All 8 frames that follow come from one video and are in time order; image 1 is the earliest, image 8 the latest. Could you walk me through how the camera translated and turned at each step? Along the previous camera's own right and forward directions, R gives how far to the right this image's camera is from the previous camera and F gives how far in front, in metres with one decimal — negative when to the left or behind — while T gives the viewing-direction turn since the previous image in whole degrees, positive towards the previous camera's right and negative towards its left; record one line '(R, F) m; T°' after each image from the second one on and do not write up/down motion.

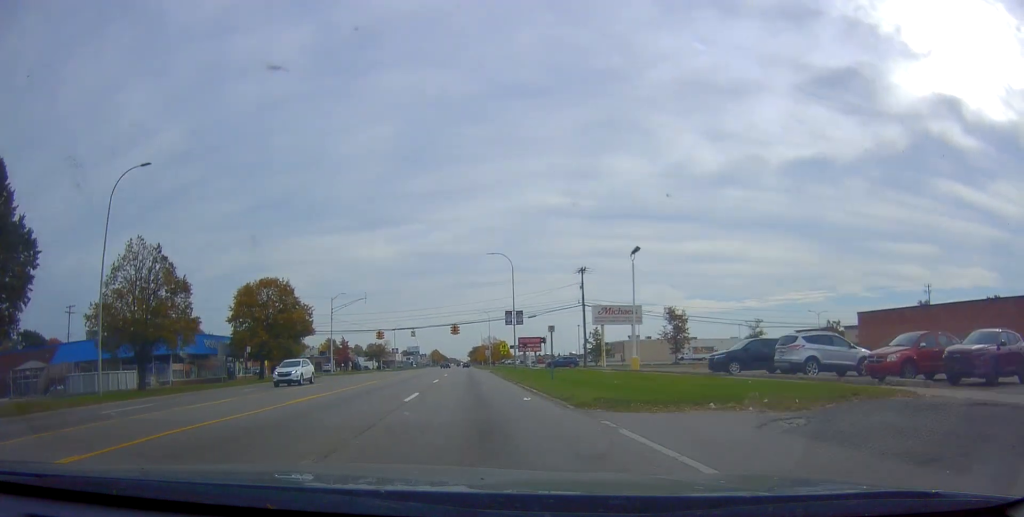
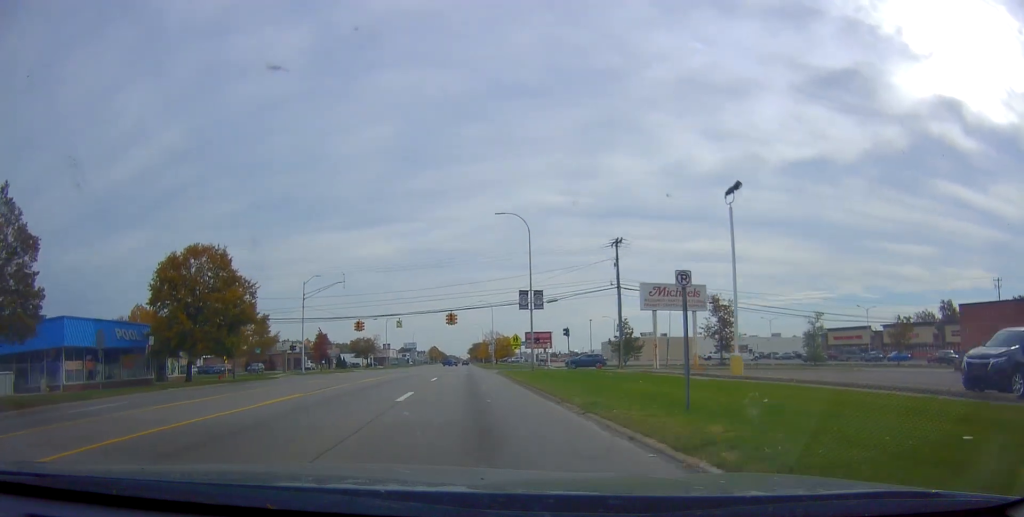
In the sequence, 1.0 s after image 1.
(-0.4, +16.5) m; 0°
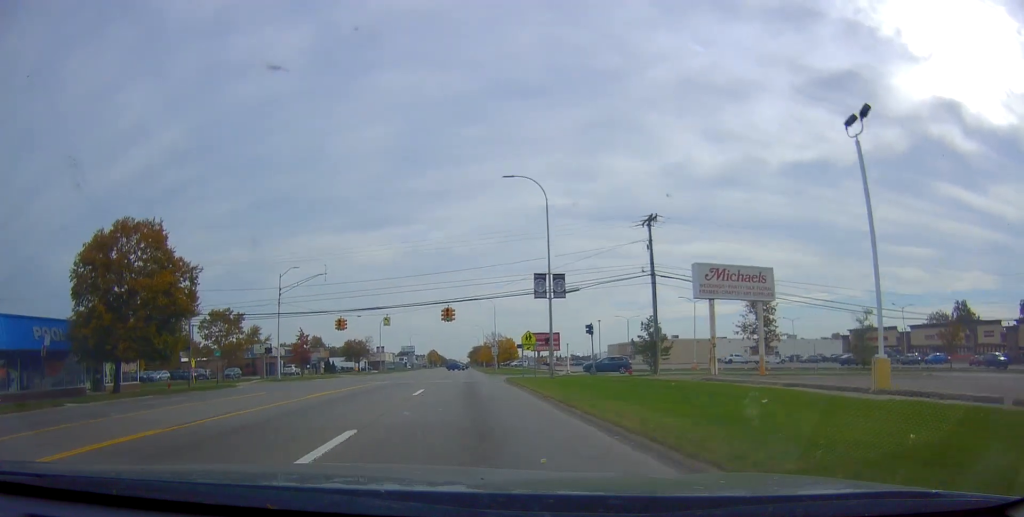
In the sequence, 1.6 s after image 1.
(+0.1, +10.3) m; +1°
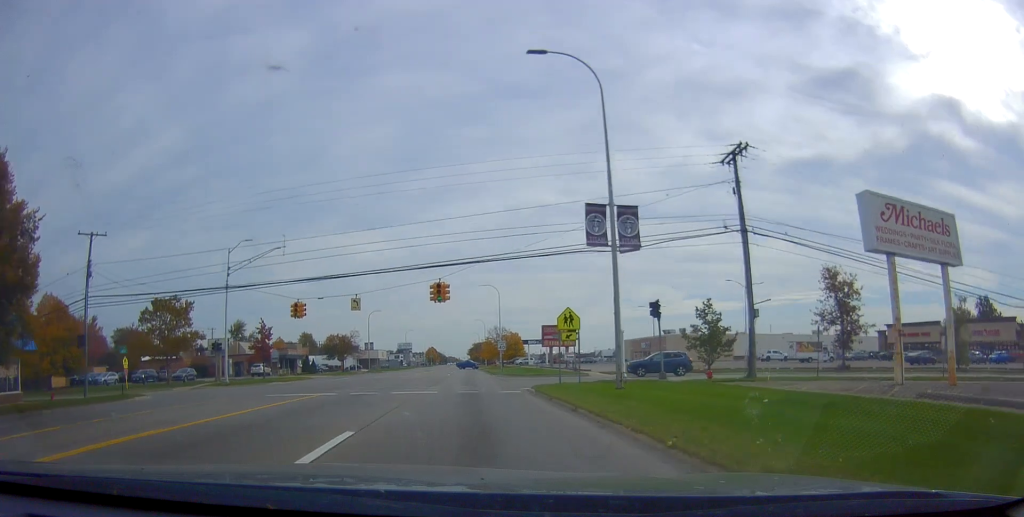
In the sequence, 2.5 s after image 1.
(+0.3, +15.5) m; +1°
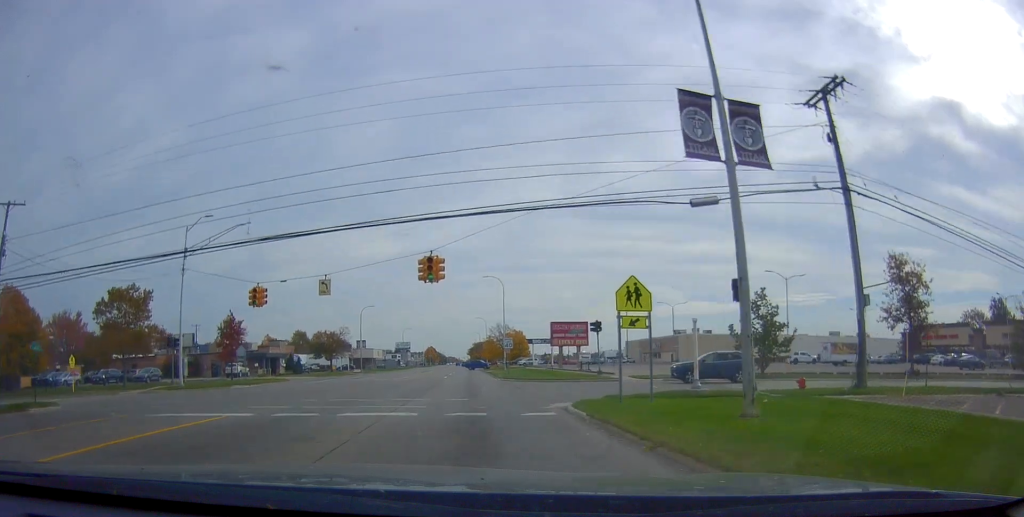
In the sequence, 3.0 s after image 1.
(+0.1, +9.2) m; -1°
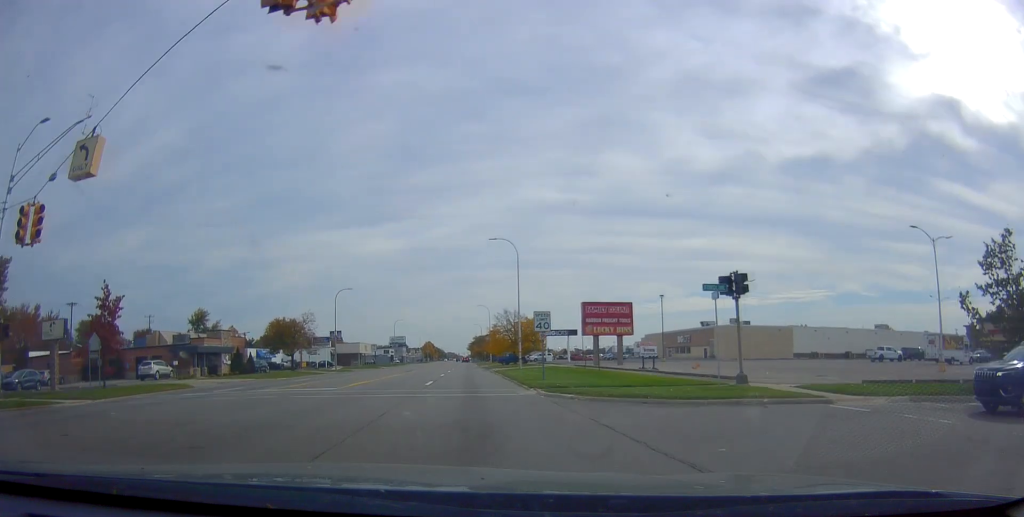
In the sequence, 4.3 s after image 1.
(-0.5, +21.6) m; 0°
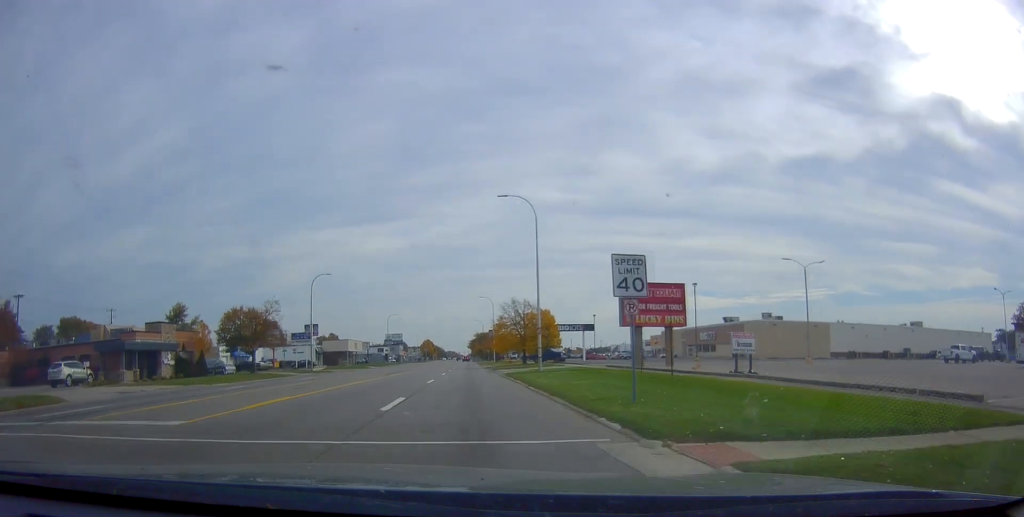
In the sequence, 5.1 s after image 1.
(+0.4, +14.4) m; +2°
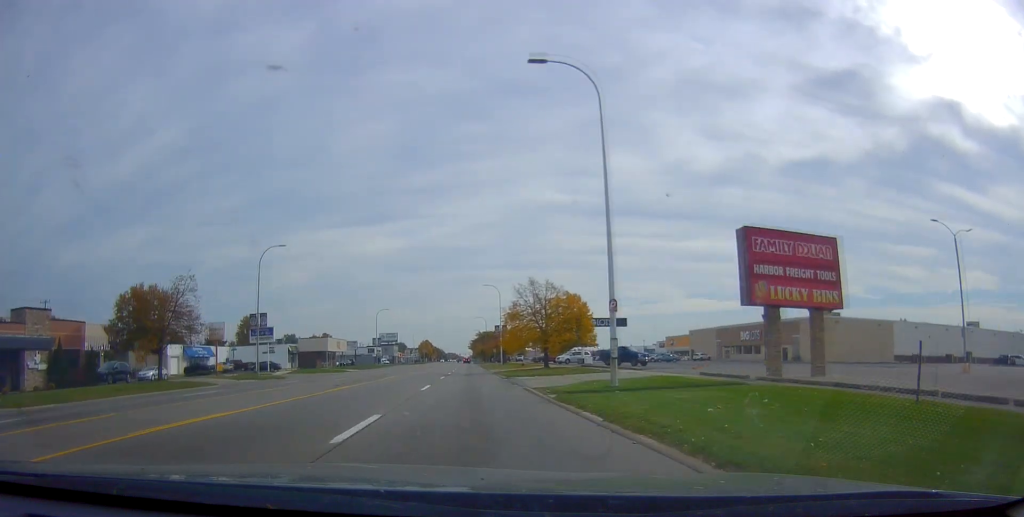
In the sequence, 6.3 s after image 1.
(0.0, +20.1) m; -2°
